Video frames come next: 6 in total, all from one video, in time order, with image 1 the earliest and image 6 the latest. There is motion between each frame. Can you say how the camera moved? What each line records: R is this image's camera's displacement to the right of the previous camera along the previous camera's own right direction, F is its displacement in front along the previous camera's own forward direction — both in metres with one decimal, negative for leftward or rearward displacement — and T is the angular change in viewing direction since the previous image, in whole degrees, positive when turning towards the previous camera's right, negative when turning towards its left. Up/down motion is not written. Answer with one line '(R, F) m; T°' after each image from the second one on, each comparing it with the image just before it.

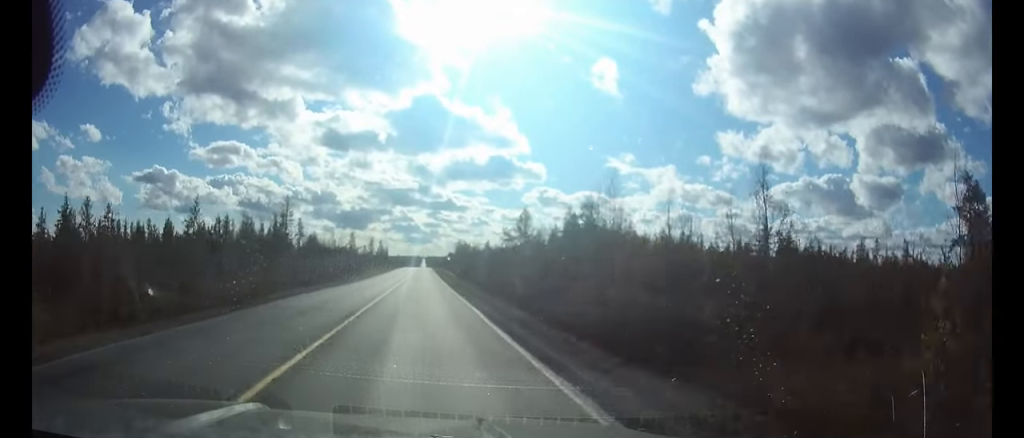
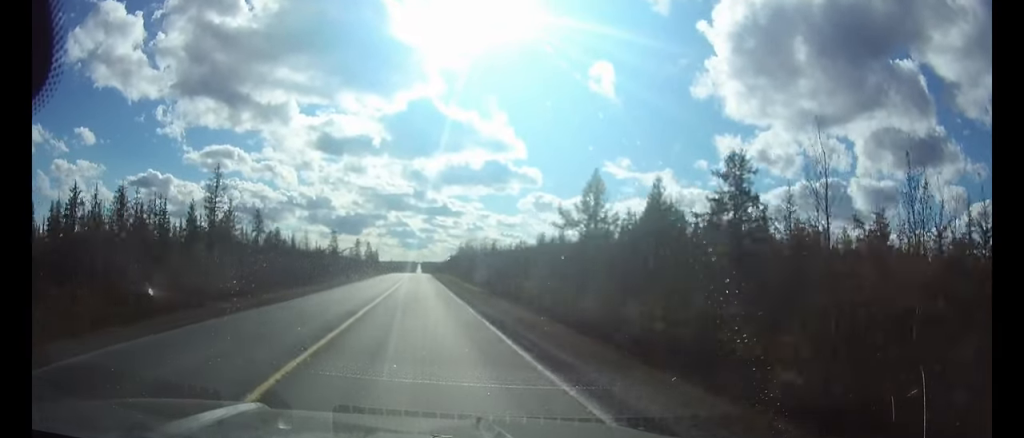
(+0.1, +37.6) m; 0°
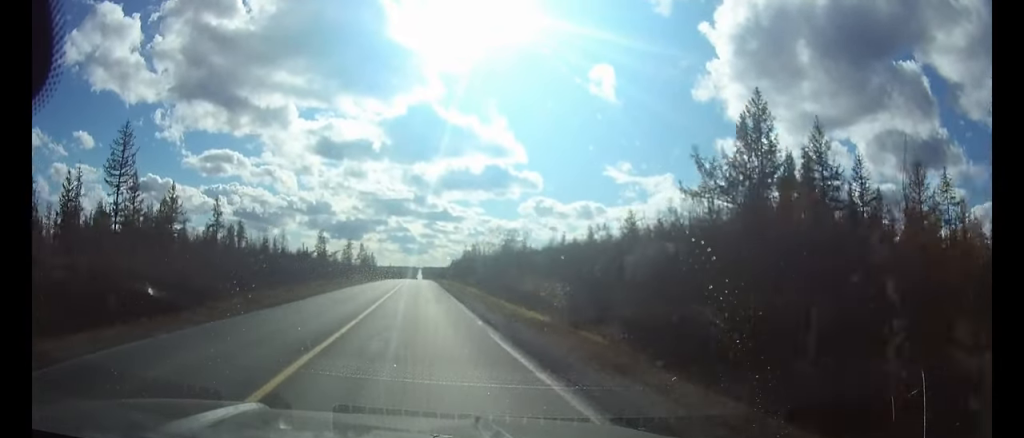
(0.0, +27.2) m; 0°
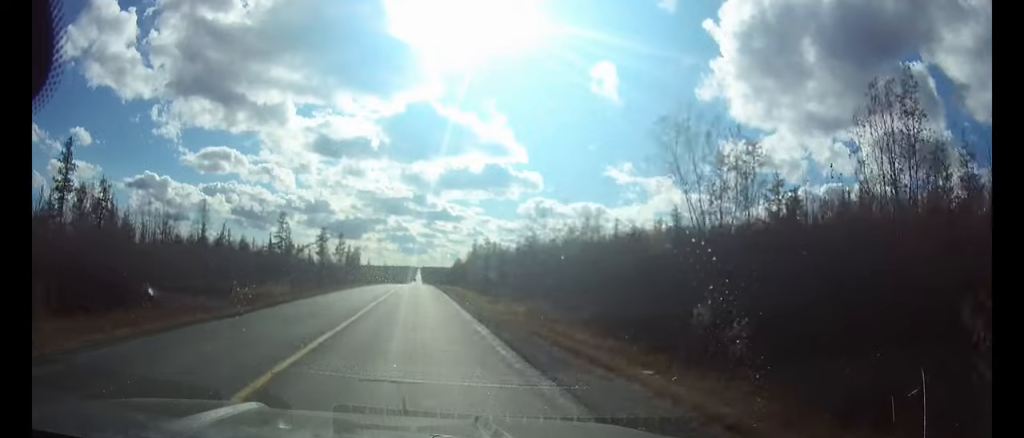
(0.0, +48.8) m; 0°
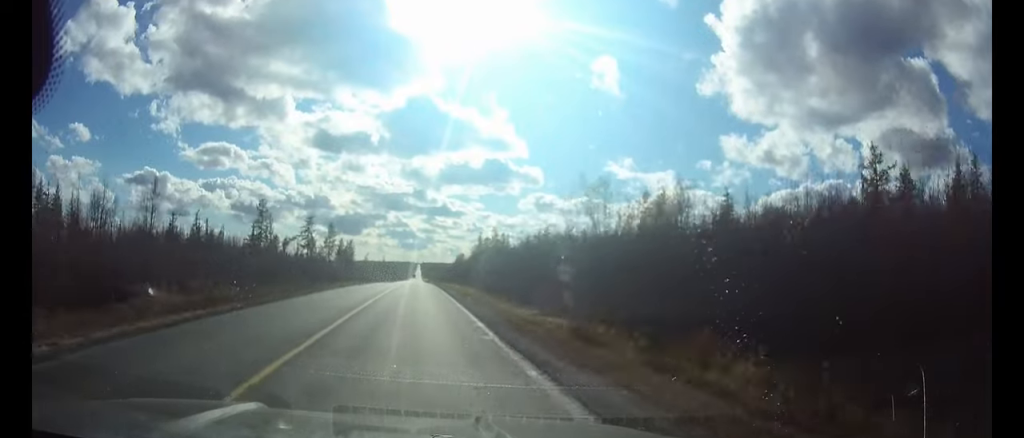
(0.0, +16.8) m; 0°
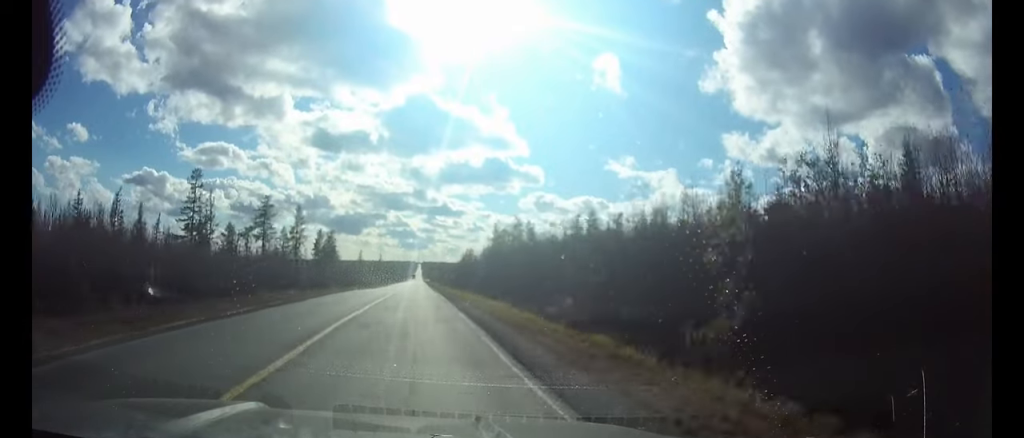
(0.0, +36.0) m; 0°
